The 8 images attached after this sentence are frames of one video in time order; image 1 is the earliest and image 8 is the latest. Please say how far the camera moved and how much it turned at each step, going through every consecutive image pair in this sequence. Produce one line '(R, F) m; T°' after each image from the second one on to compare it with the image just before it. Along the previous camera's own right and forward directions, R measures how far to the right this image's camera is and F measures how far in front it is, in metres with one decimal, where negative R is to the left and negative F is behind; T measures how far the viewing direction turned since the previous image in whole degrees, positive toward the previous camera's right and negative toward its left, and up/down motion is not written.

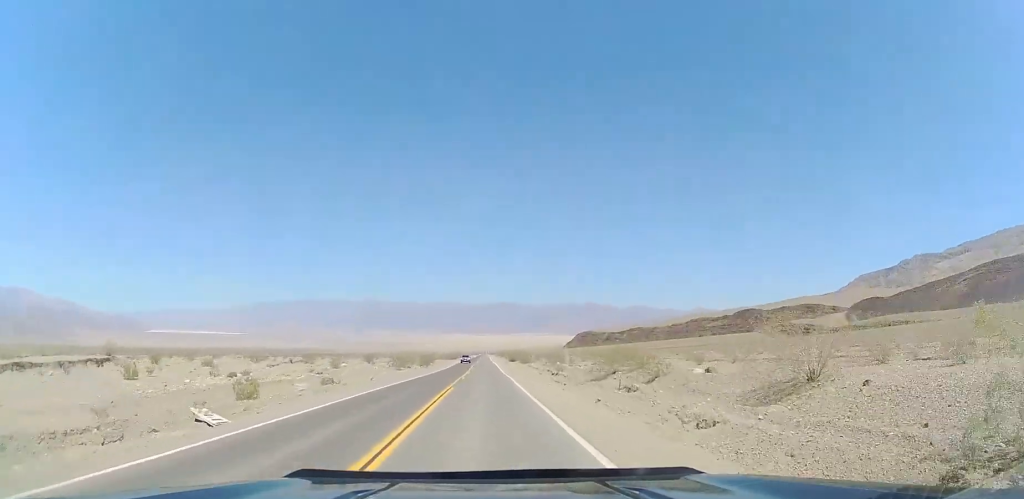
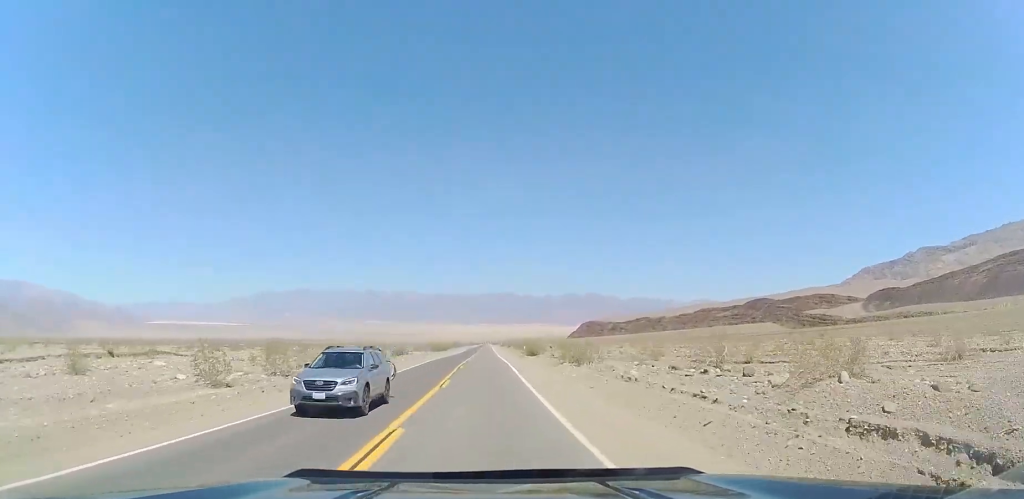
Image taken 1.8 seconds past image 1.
(+0.1, +46.1) m; 0°
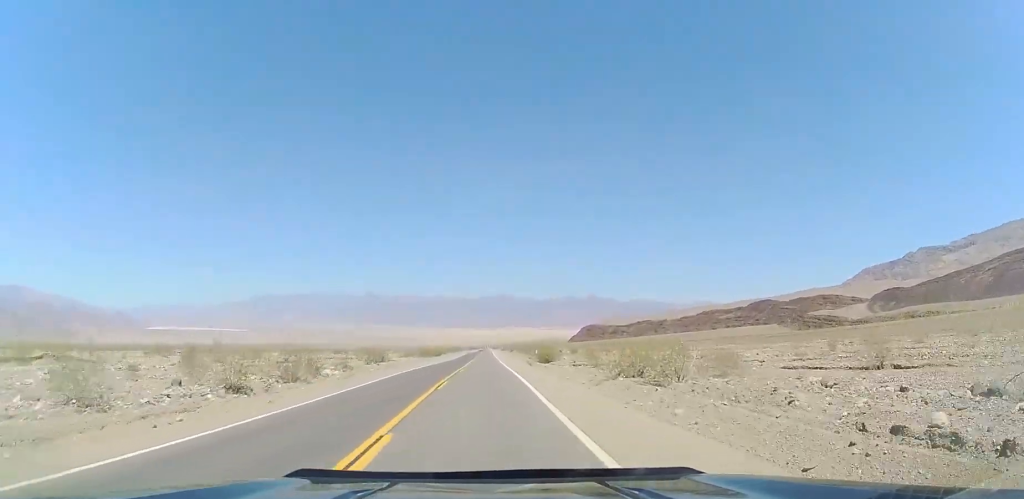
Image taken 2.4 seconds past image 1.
(-0.2, +15.7) m; 0°
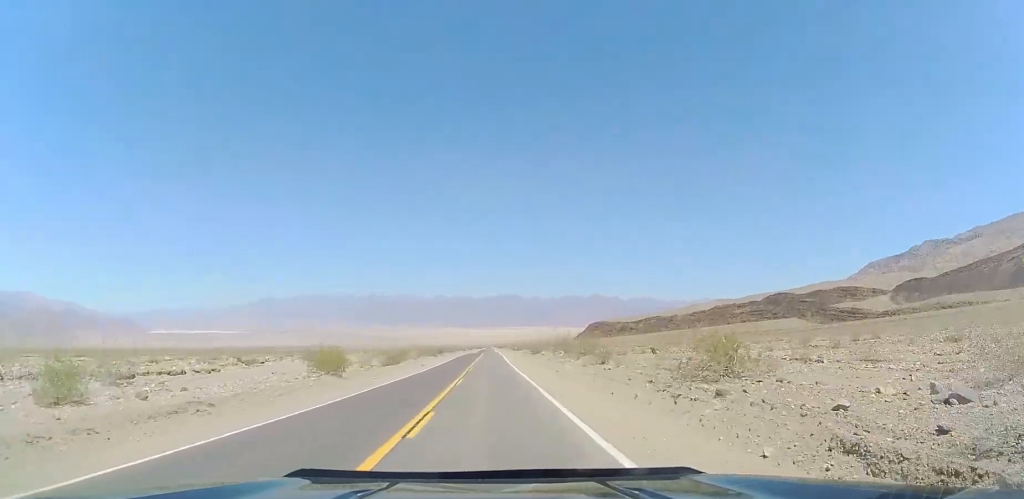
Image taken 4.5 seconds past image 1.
(-0.1, +54.9) m; -1°
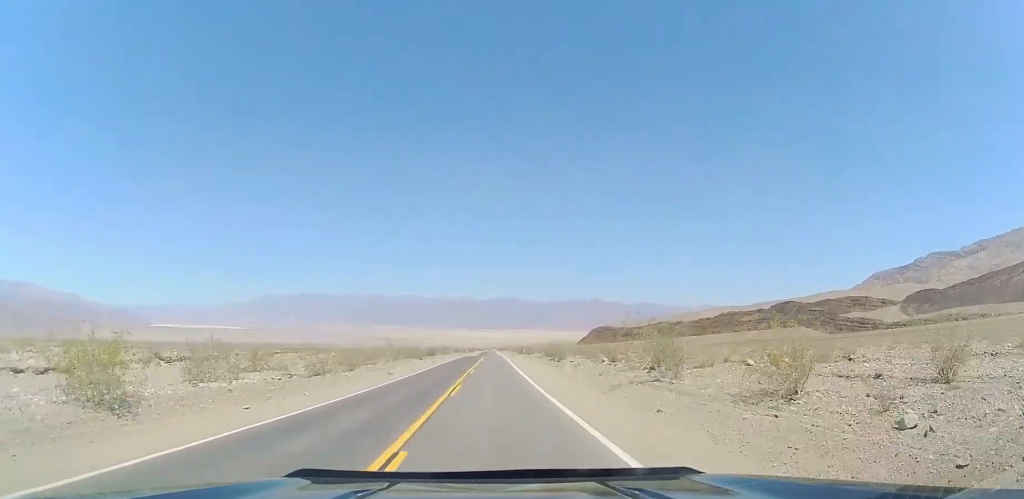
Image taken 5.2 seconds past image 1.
(0.0, +20.0) m; 0°
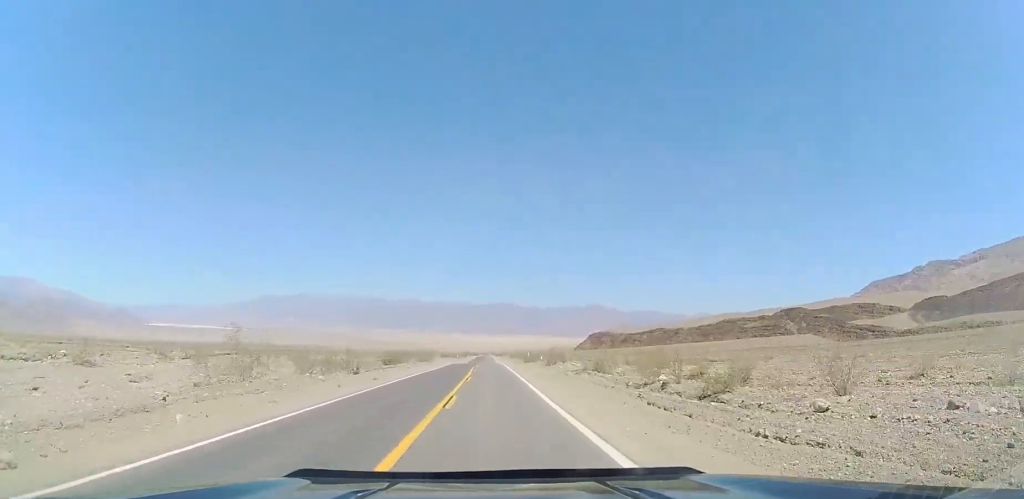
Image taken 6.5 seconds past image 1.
(-0.3, +32.3) m; 0°
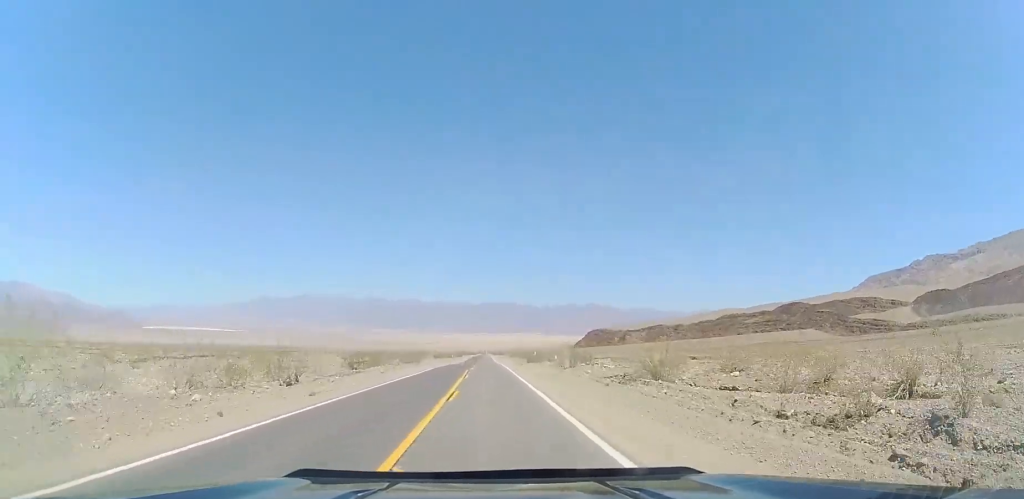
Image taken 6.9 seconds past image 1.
(0.0, +12.3) m; +1°
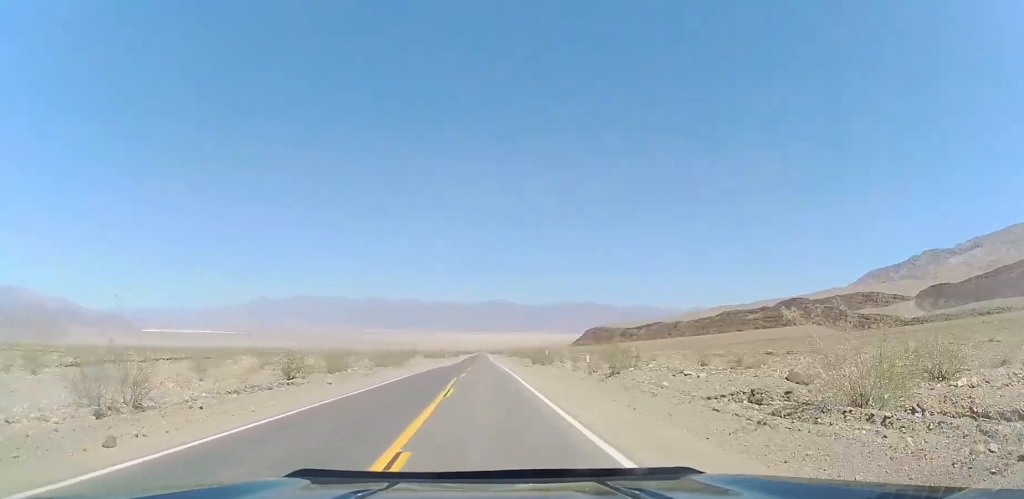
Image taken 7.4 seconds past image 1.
(-0.1, +13.2) m; +1°
